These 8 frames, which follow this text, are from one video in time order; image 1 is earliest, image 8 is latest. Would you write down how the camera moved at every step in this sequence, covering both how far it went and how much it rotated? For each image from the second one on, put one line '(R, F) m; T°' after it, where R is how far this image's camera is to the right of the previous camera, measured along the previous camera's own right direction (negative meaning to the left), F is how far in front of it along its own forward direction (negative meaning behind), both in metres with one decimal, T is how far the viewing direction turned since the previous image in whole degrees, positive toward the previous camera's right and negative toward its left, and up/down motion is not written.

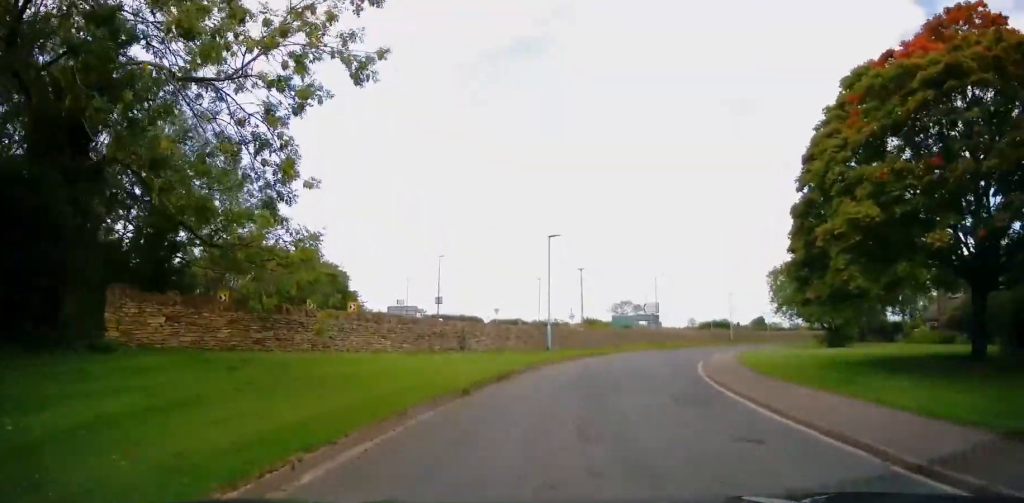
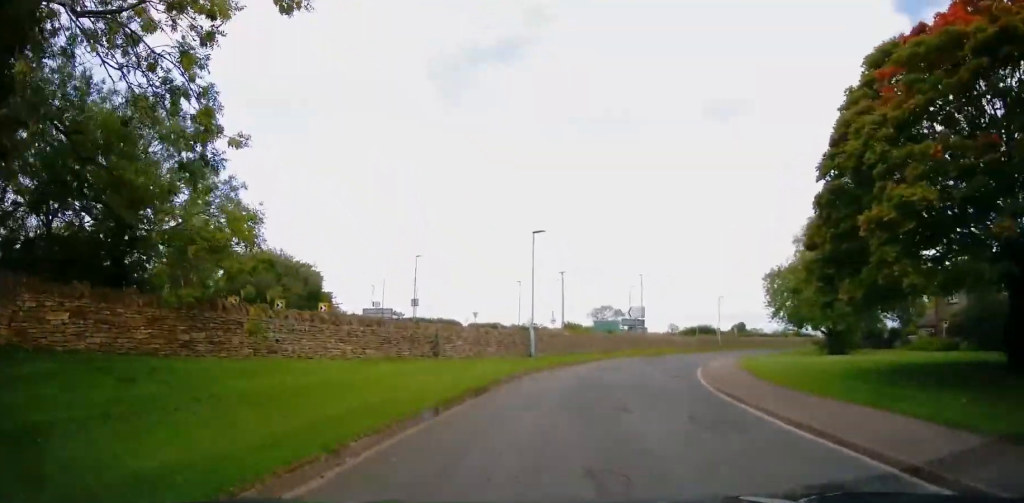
(+0.1, +2.5) m; +2°
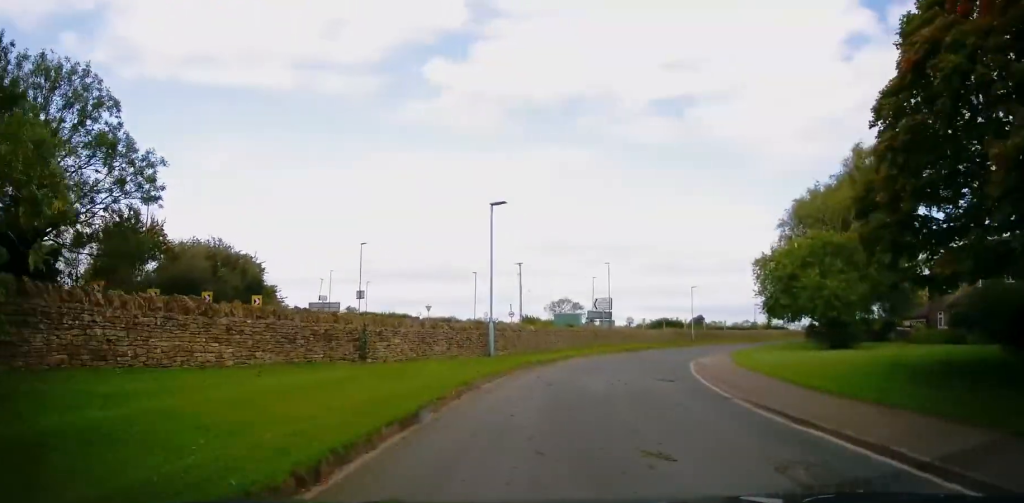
(+0.2, +4.6) m; +4°
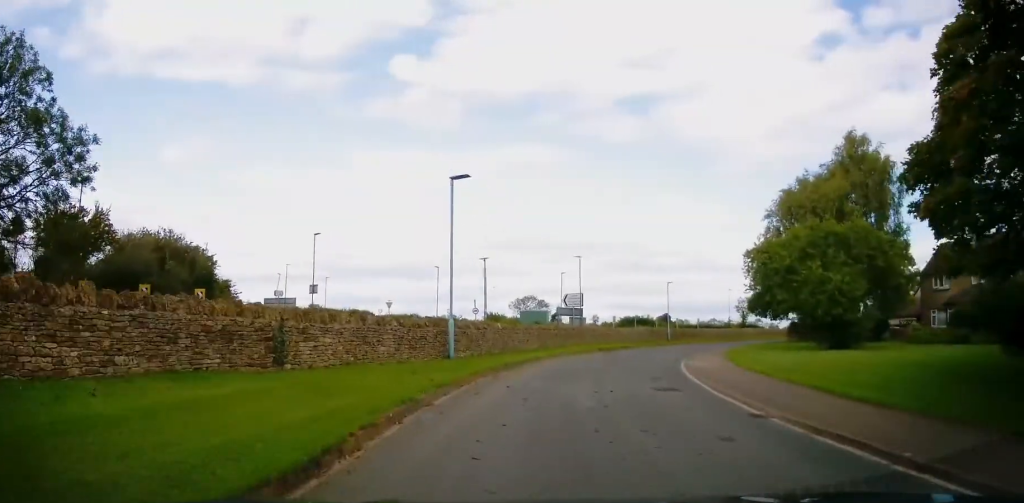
(-0.1, +3.2) m; +4°
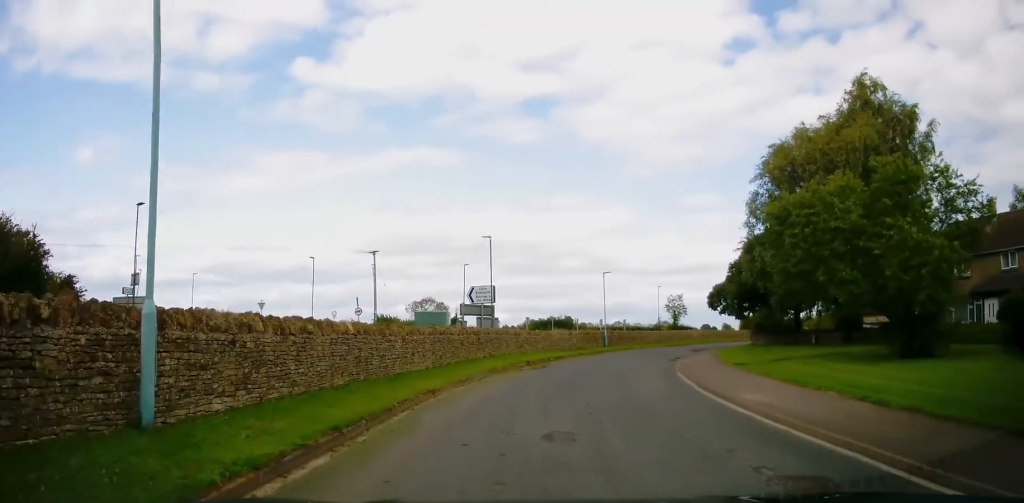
(+1.7, +11.6) m; +13°
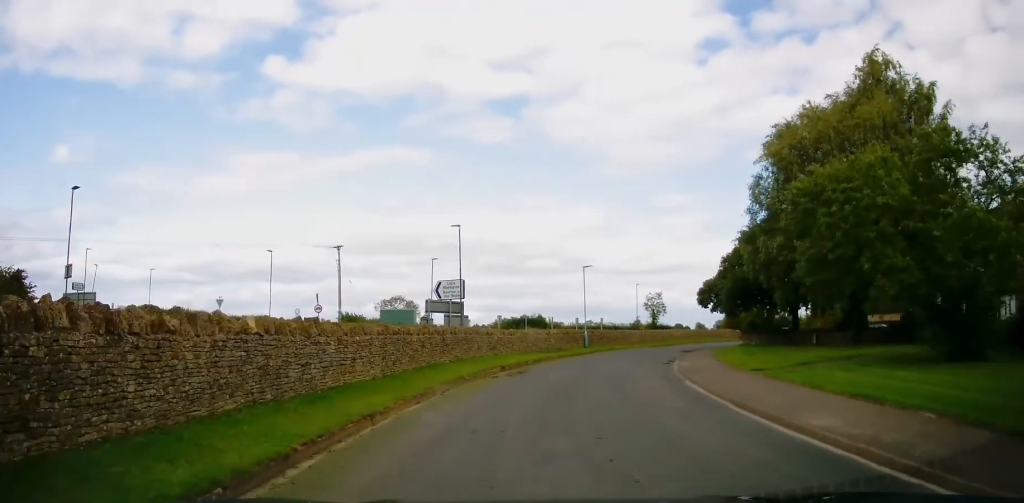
(+0.1, +3.6) m; +2°
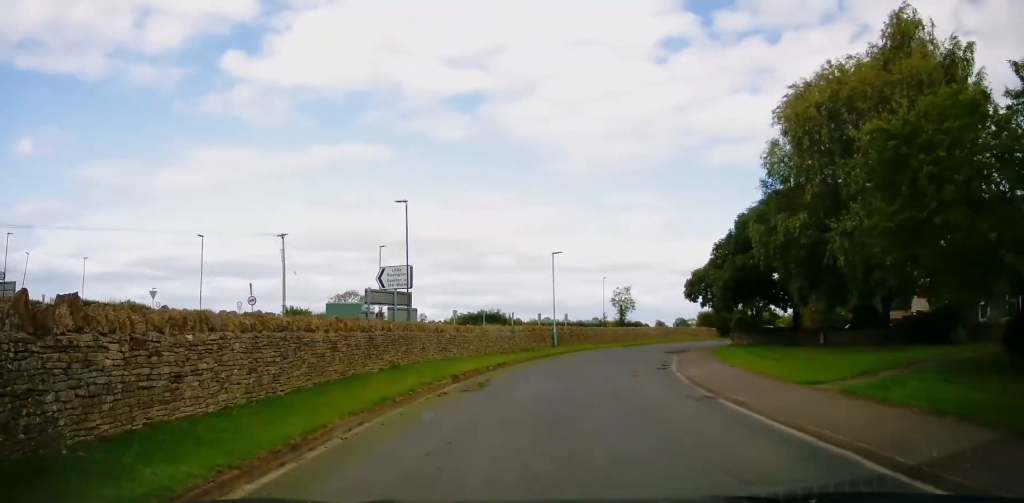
(+0.1, +5.7) m; +3°
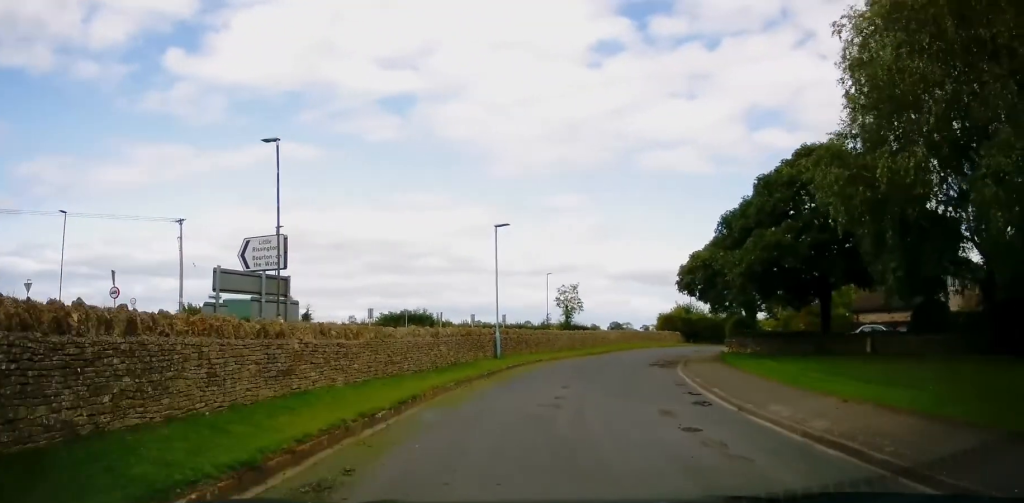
(+0.3, +9.7) m; +6°
